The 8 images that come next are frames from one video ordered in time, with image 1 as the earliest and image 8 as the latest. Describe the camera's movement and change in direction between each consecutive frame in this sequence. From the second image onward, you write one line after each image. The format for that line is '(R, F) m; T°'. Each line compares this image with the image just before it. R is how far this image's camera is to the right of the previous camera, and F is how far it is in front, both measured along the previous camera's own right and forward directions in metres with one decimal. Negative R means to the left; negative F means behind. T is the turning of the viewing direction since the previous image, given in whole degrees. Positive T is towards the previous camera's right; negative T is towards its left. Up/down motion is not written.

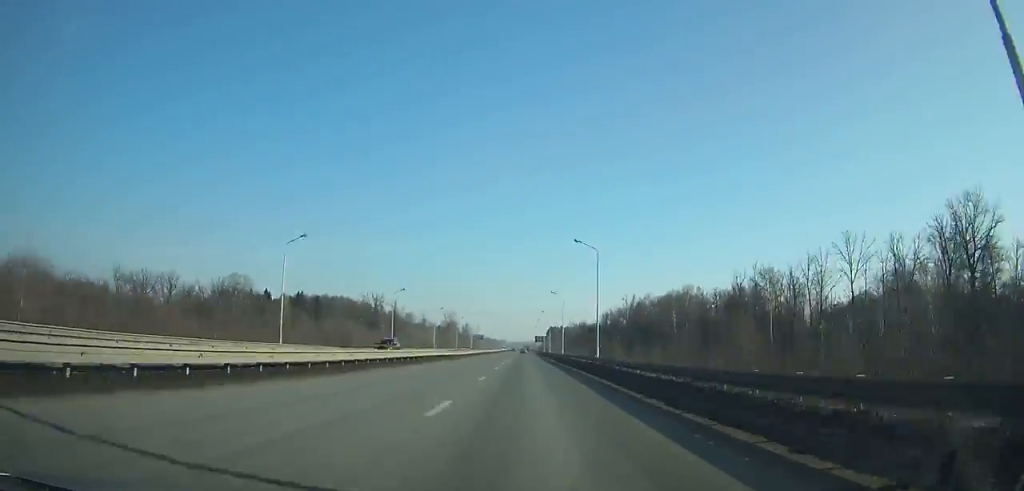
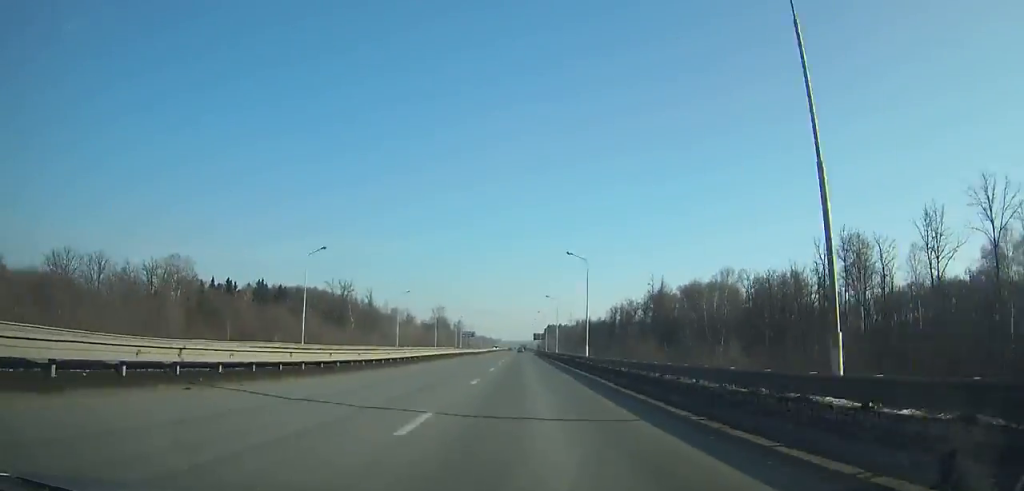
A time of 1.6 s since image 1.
(0.0, +38.1) m; 0°
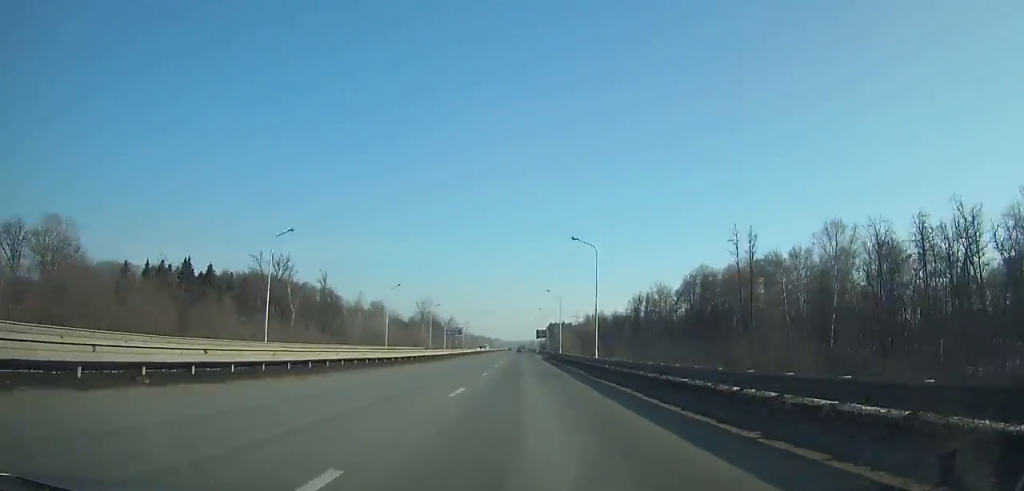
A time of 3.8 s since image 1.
(+0.1, +52.8) m; 0°
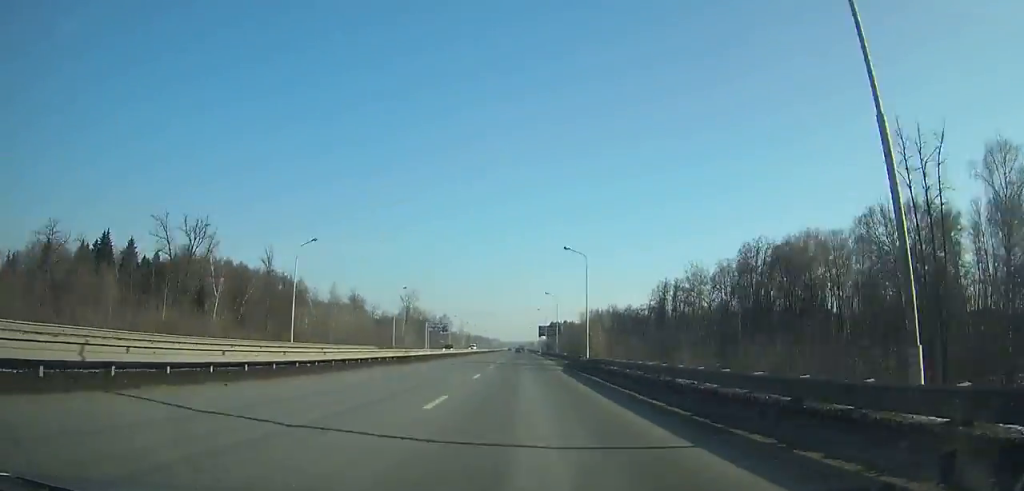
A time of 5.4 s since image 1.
(0.0, +38.7) m; 0°
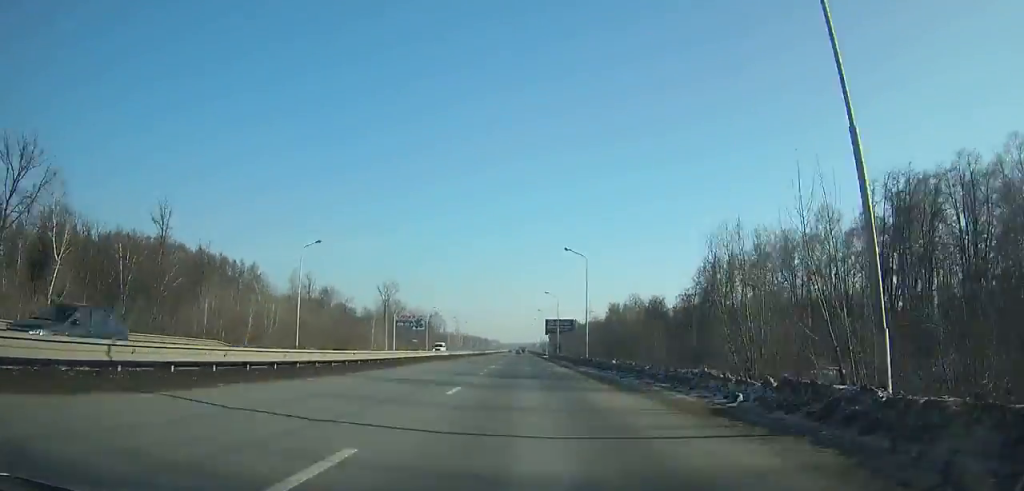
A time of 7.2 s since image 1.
(0.0, +43.6) m; 0°
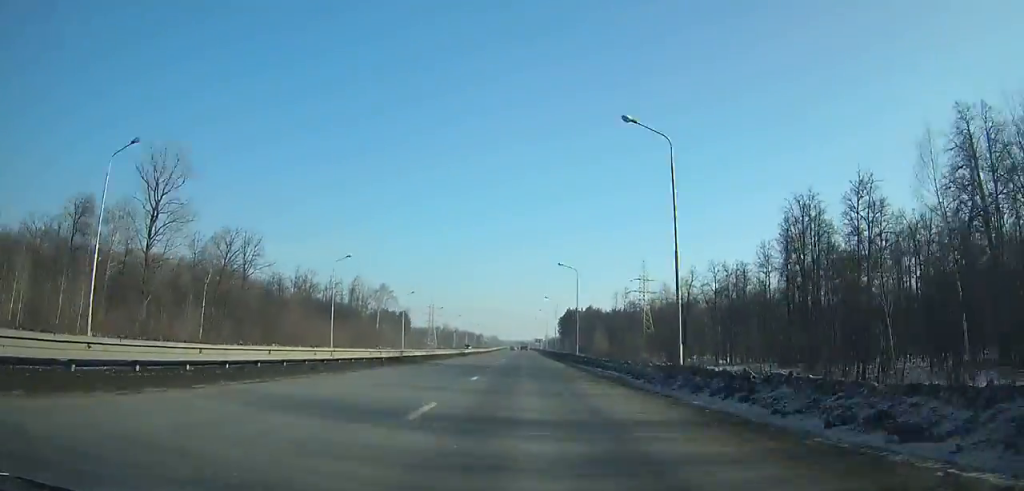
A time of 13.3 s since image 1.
(-0.3, +149.6) m; 0°
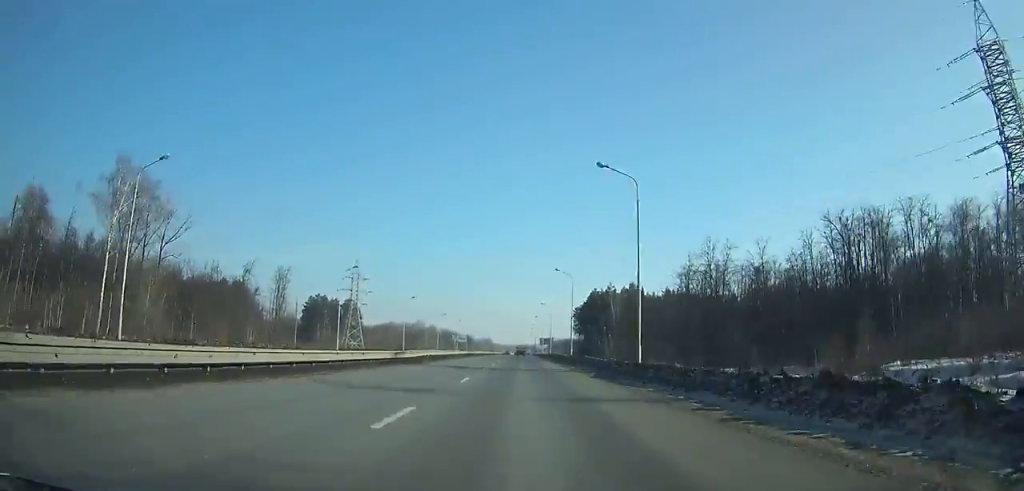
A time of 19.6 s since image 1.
(0.0, +155.5) m; 0°
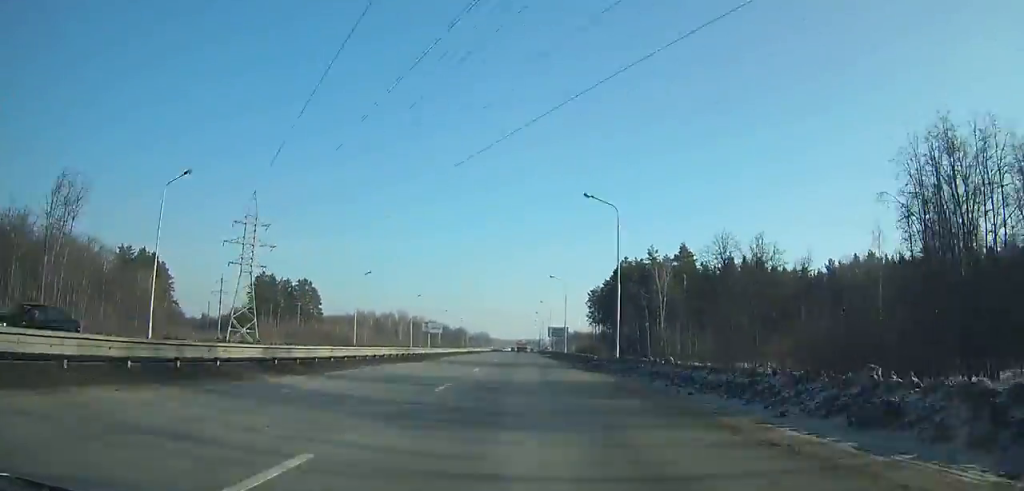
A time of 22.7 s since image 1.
(-0.2, +75.1) m; 0°
